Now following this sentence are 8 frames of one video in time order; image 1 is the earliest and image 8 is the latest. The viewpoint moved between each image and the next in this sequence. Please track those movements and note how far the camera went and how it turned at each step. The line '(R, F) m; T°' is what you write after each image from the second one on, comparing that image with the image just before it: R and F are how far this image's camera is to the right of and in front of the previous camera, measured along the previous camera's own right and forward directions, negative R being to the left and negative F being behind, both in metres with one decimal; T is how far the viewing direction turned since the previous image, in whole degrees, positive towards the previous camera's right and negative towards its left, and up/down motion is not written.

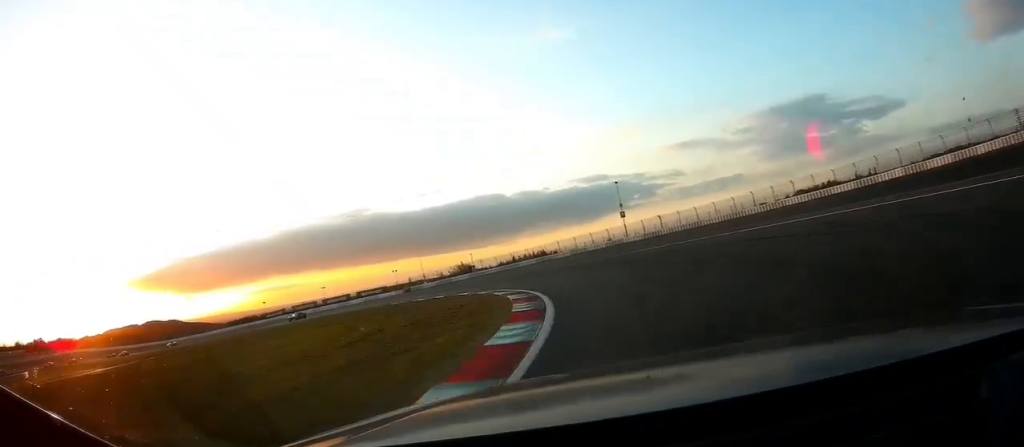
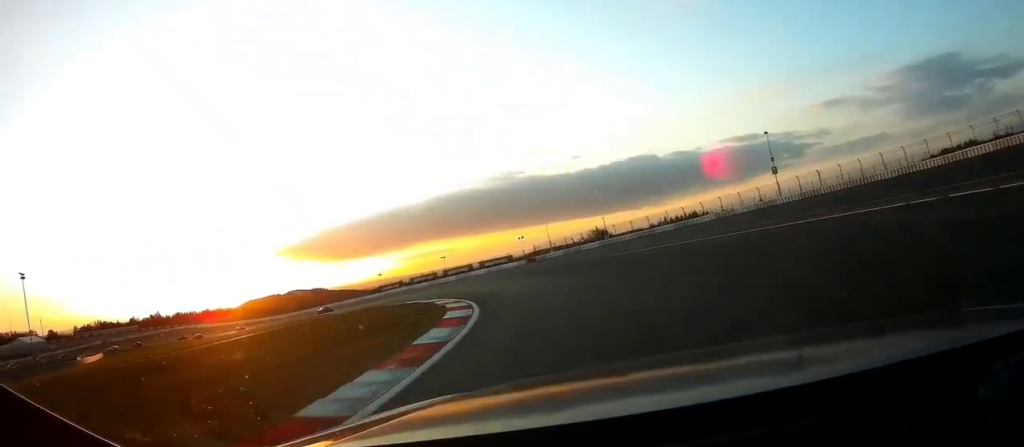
(-2.7, +18.5) m; -18°
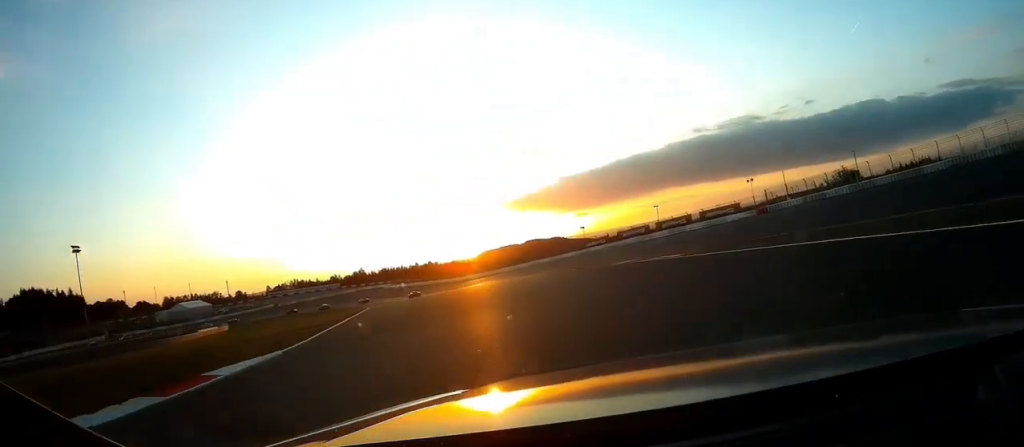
(-9.6, +30.7) m; -28°
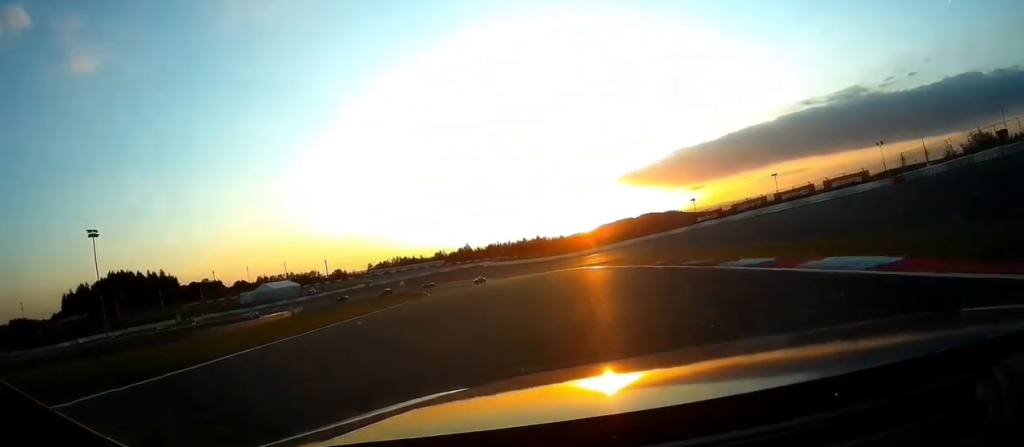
(-1.5, +16.5) m; -8°
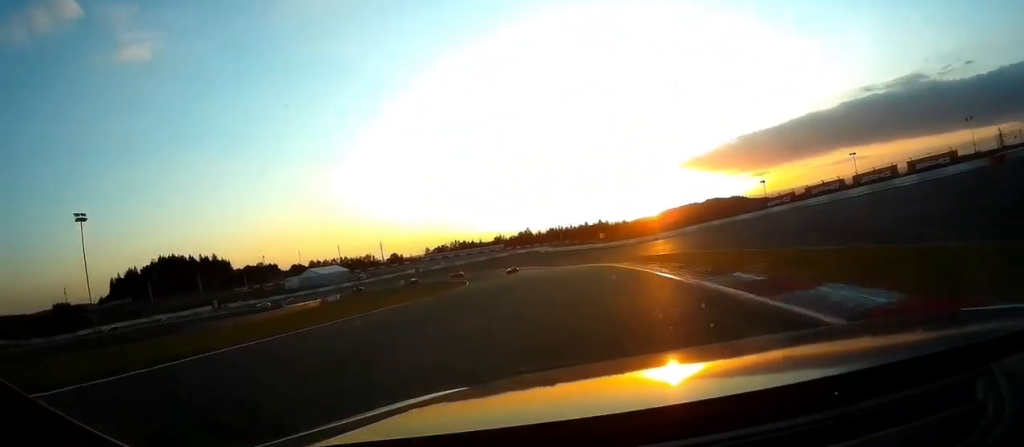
(+0.4, +12.3) m; -5°
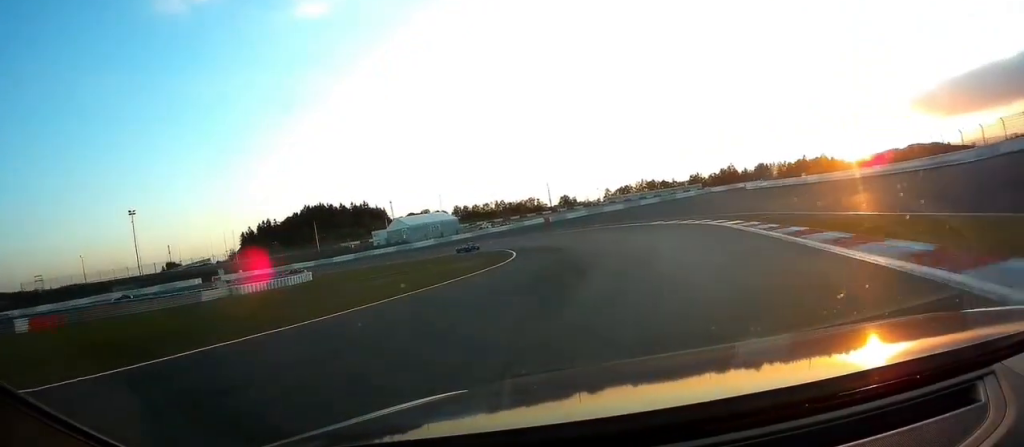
(-19.4, +76.2) m; -22°
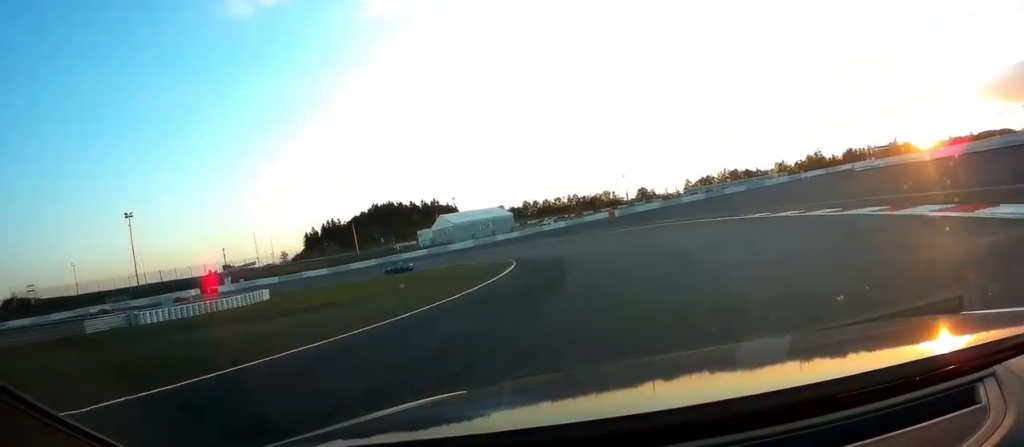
(+0.5, +21.8) m; -6°
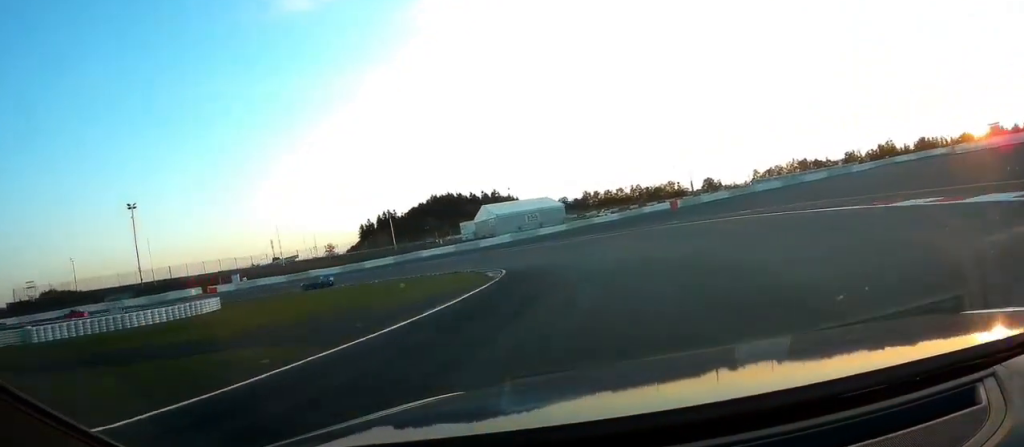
(-1.8, +14.2) m; -9°
